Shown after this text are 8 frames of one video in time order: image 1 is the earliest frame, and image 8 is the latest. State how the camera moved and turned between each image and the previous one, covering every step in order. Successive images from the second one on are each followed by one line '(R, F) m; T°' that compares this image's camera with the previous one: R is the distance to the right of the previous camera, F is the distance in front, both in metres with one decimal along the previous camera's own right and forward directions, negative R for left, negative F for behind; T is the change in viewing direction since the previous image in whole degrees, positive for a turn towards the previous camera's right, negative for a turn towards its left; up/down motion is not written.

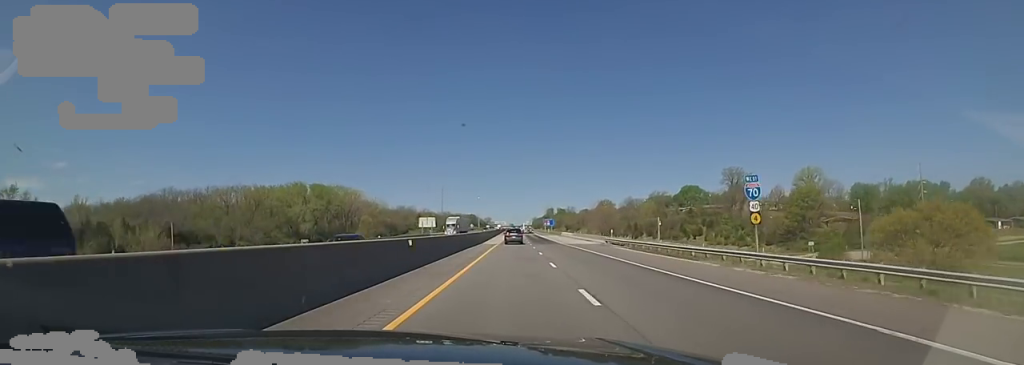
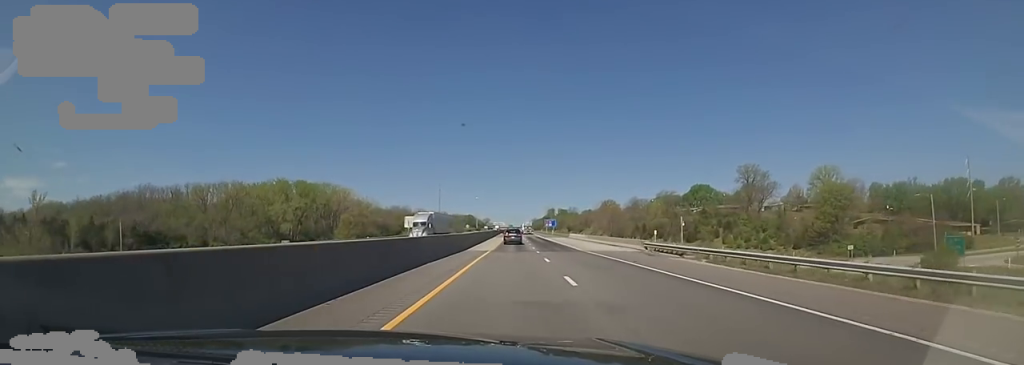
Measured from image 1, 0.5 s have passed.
(+0.4, +17.0) m; 0°
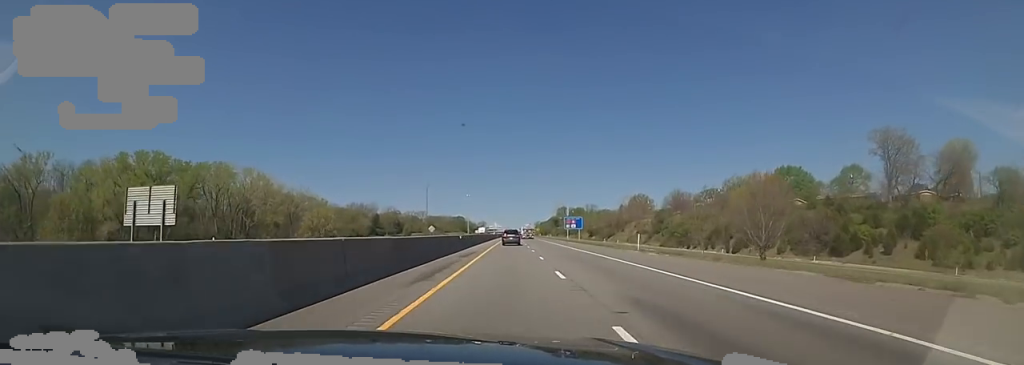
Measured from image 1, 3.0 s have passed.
(-3.4, +83.1) m; -1°
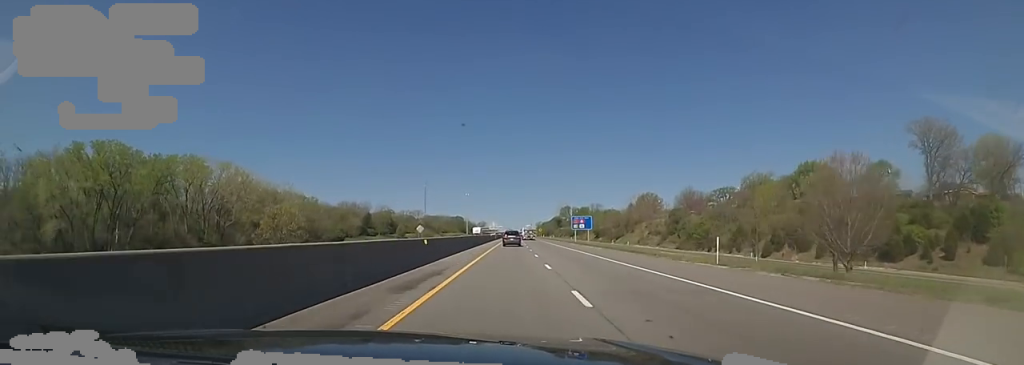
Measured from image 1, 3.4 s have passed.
(-0.4, +14.5) m; +1°
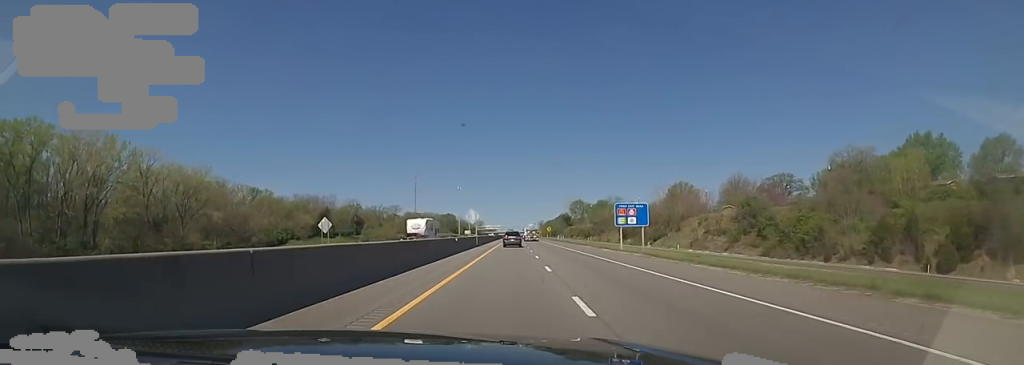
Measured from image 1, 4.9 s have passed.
(+0.8, +49.1) m; -1°
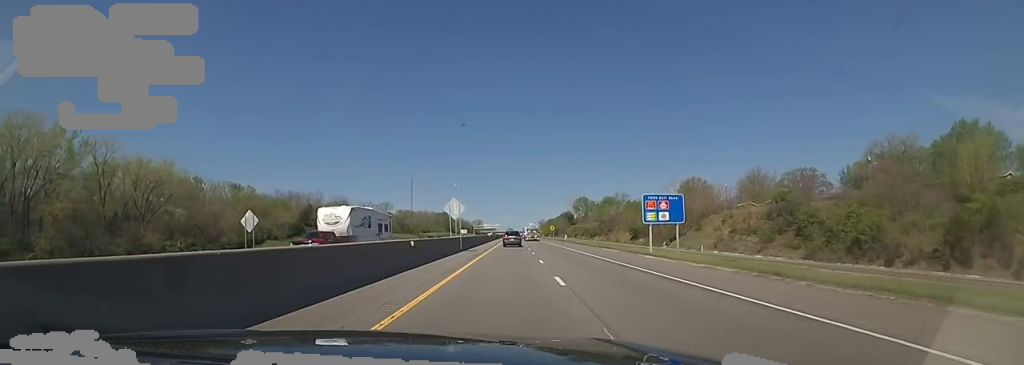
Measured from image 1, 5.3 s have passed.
(-0.3, +14.5) m; -1°
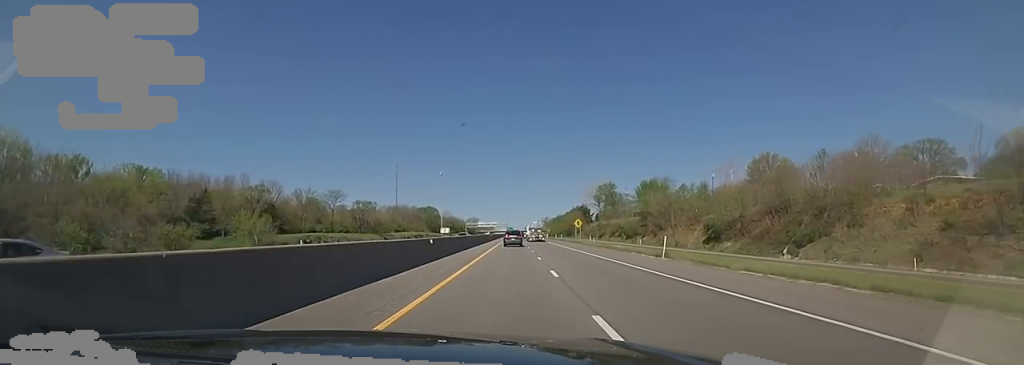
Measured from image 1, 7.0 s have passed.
(-0.2, +55.3) m; 0°
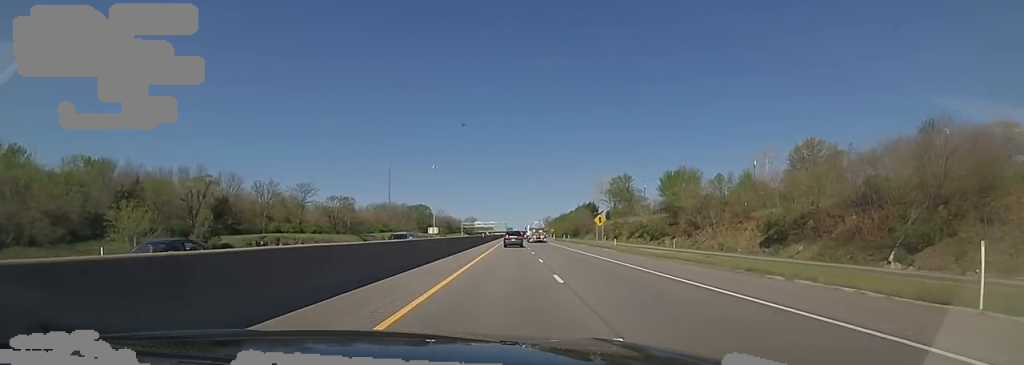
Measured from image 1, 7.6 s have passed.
(0.0, +21.0) m; +1°
